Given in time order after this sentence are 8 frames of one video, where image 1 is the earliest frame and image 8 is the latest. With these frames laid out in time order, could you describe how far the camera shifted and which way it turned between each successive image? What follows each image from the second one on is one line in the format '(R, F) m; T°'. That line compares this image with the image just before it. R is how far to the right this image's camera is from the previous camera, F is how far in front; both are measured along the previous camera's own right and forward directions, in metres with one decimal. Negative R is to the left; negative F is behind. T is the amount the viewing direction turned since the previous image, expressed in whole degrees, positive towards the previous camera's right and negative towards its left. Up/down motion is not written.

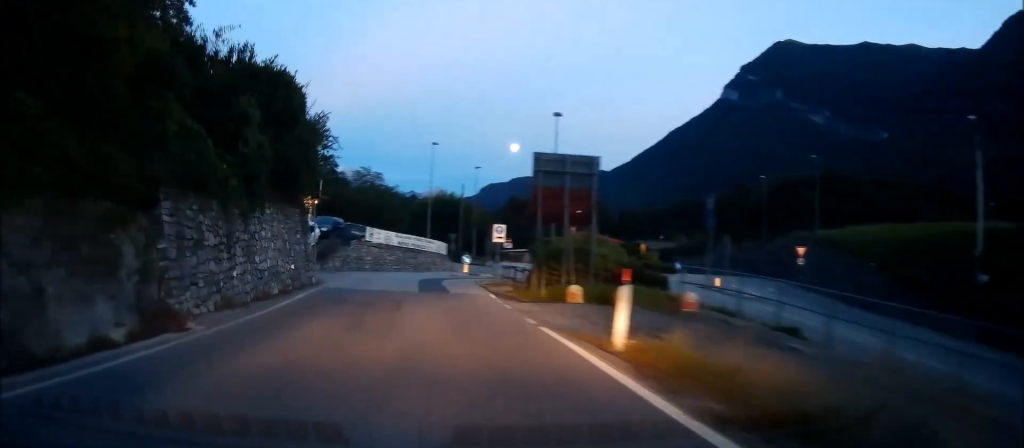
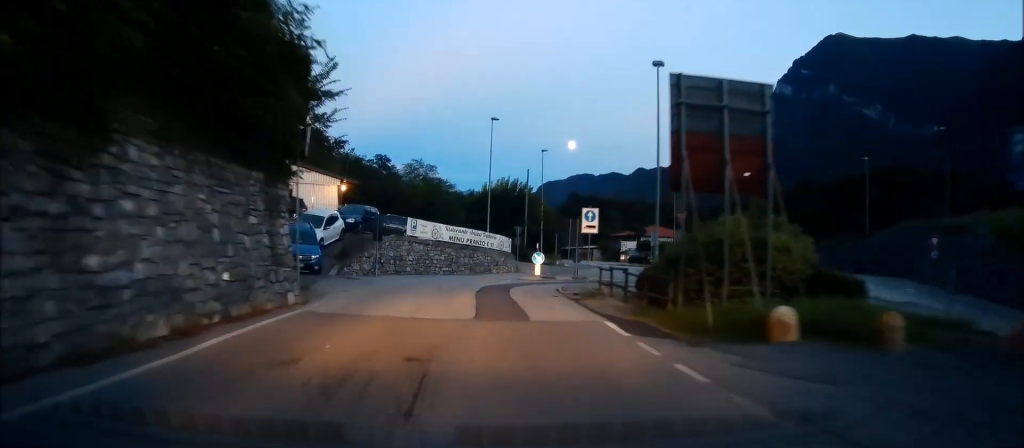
(-0.2, +9.3) m; -6°
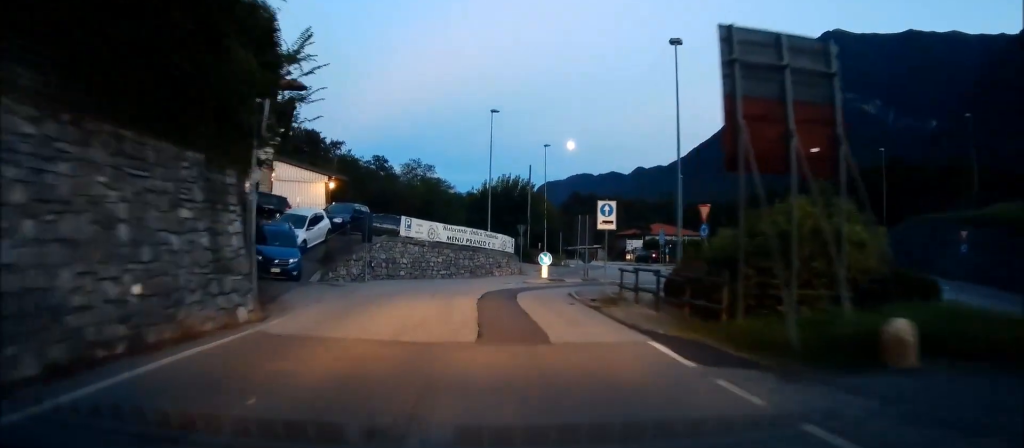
(-0.2, +2.8) m; -2°
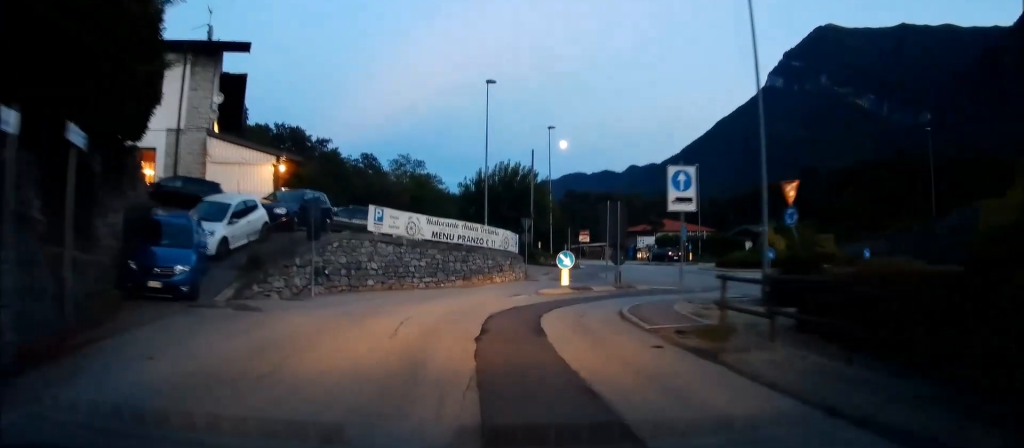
(-0.1, +7.6) m; 0°
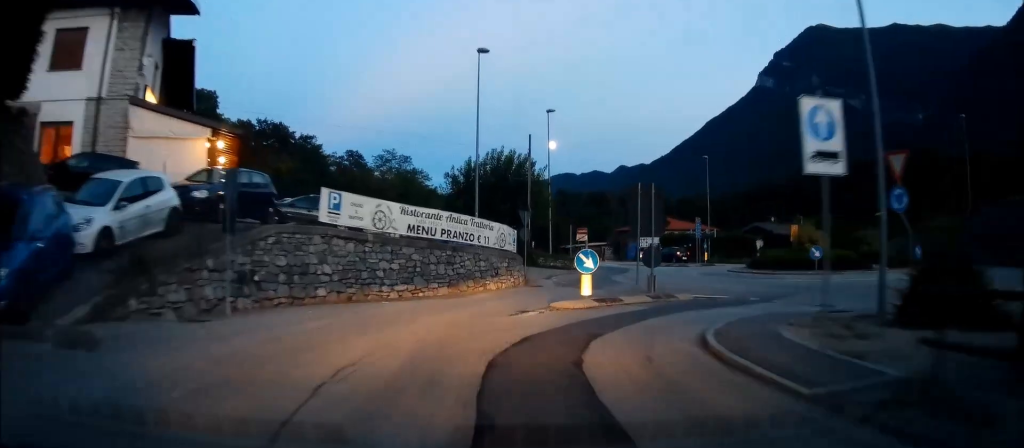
(+0.1, +5.4) m; +8°
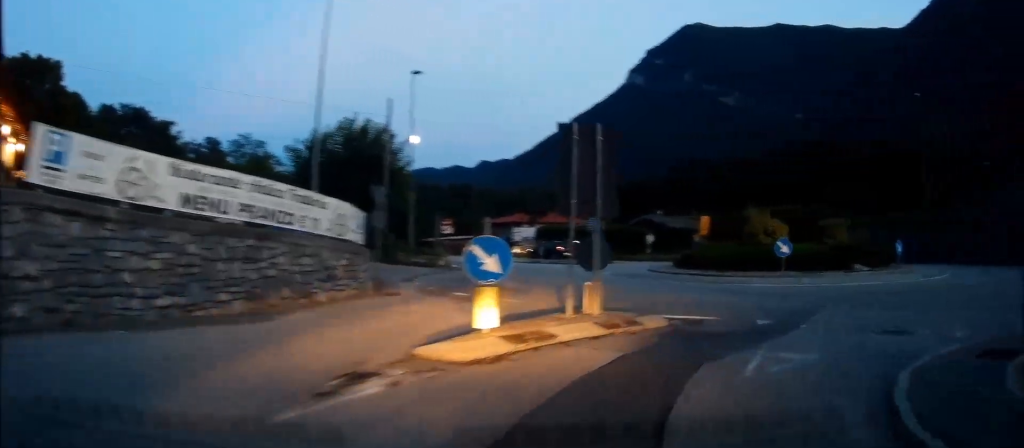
(+1.3, +7.4) m; +20°
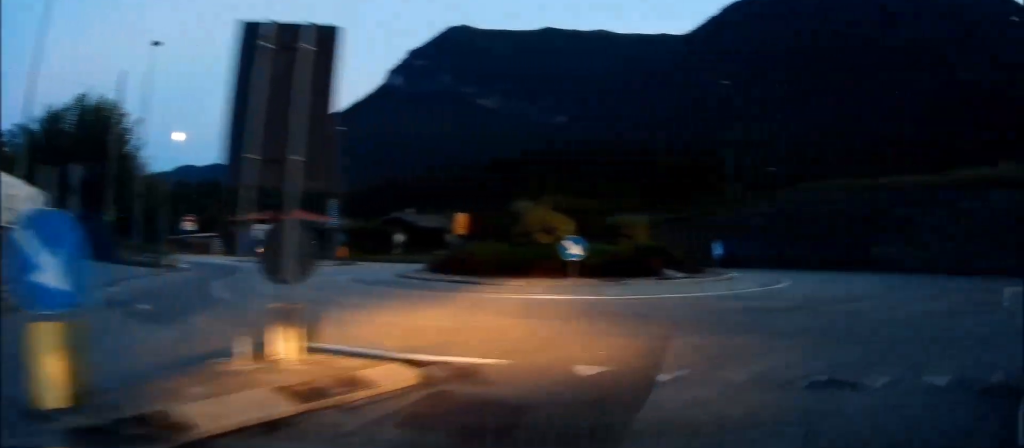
(+0.3, +4.3) m; +20°
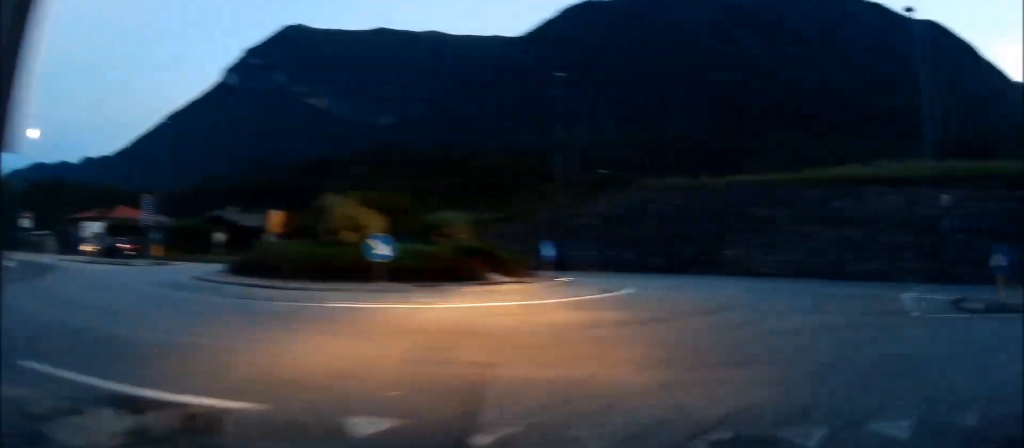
(+0.5, +2.0) m; +20°
